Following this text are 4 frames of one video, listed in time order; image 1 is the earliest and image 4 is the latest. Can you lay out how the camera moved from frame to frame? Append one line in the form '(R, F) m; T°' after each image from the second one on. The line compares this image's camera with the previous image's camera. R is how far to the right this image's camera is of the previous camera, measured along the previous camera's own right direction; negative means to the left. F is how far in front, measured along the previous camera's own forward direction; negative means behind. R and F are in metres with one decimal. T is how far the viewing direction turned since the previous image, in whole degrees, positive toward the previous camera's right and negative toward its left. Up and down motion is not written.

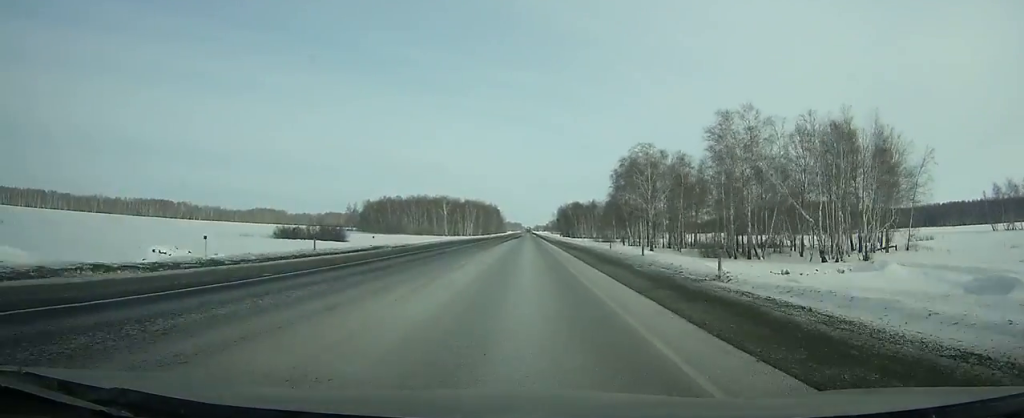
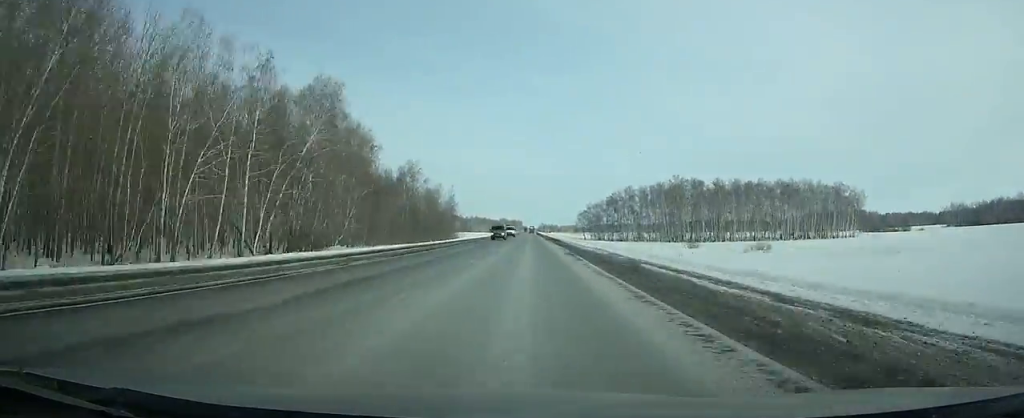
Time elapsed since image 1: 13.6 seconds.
(+0.5, +371.3) m; 0°
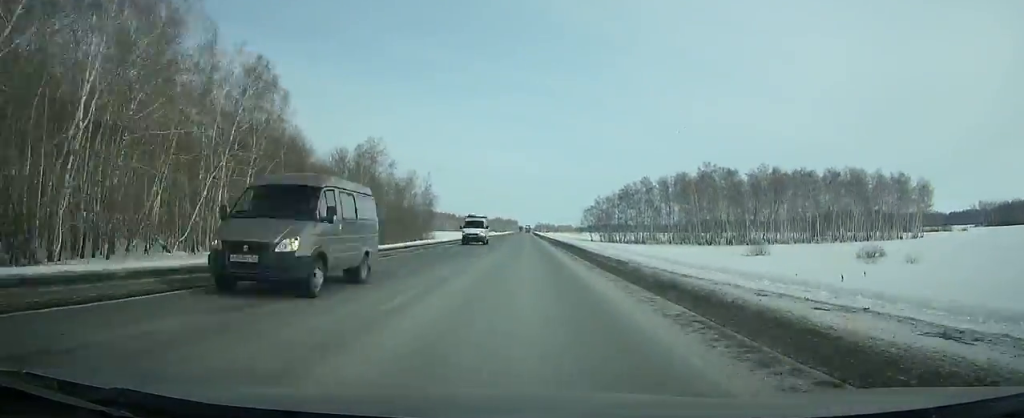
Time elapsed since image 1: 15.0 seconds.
(0.0, +38.3) m; 0°
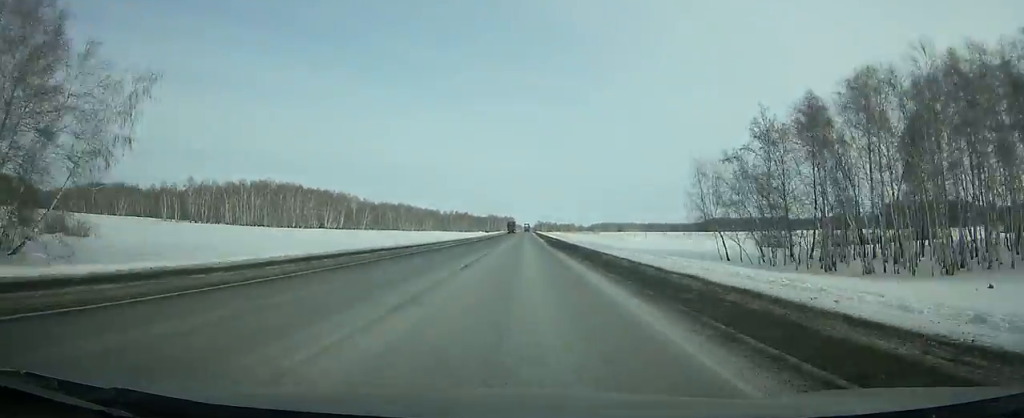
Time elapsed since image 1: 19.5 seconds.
(0.0, +123.9) m; 0°
